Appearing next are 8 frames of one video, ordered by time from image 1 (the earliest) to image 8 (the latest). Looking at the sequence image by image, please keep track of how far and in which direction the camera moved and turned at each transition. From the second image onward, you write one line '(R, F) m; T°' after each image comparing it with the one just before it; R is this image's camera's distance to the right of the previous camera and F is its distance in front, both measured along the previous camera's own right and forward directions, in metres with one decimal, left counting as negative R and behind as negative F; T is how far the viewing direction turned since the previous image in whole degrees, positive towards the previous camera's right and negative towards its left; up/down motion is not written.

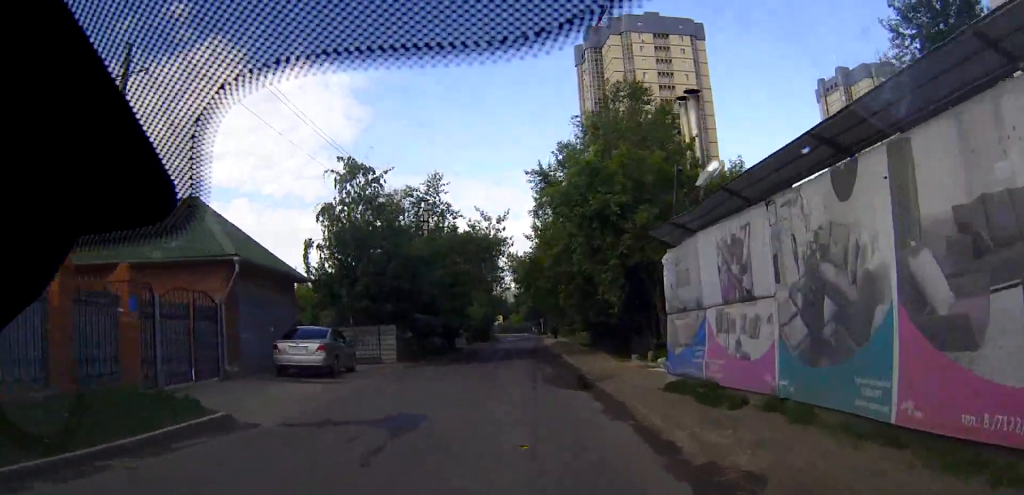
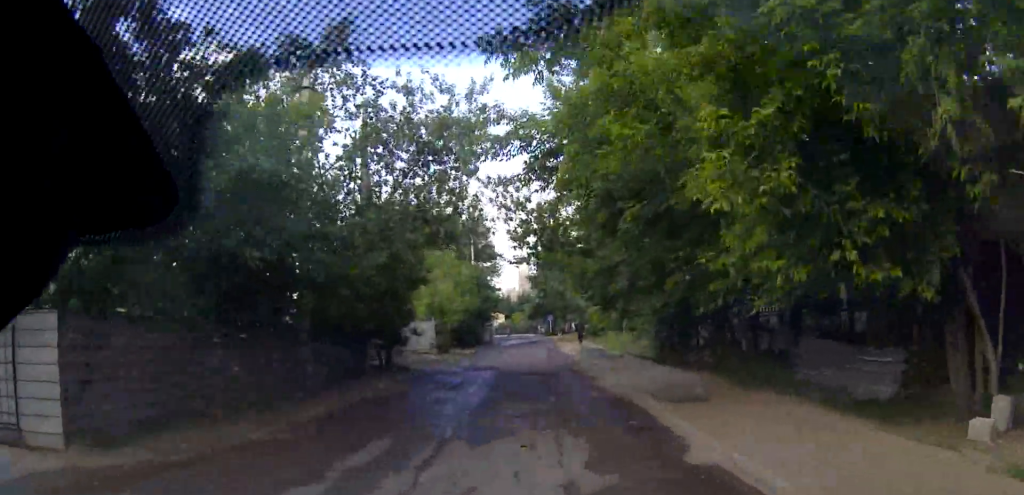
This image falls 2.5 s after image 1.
(-0.2, +25.2) m; +1°
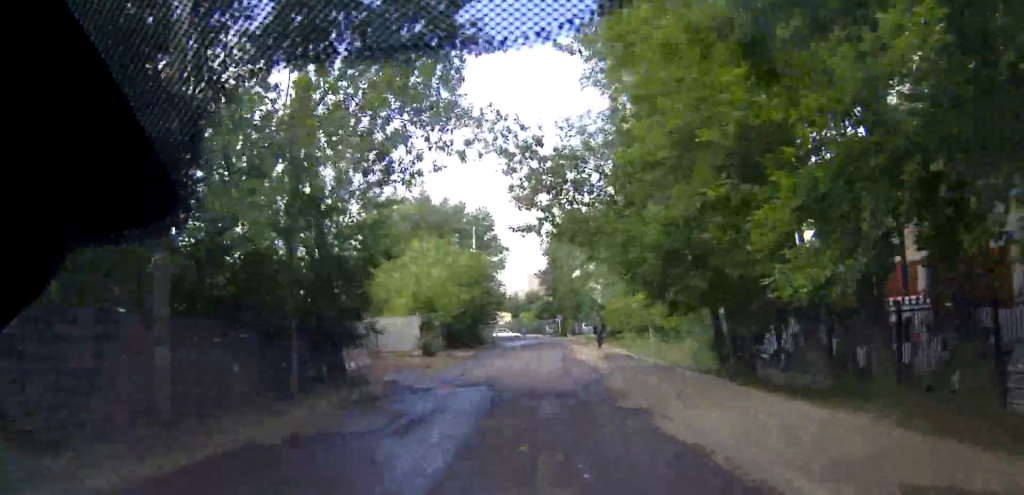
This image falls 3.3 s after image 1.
(+0.1, +8.3) m; 0°
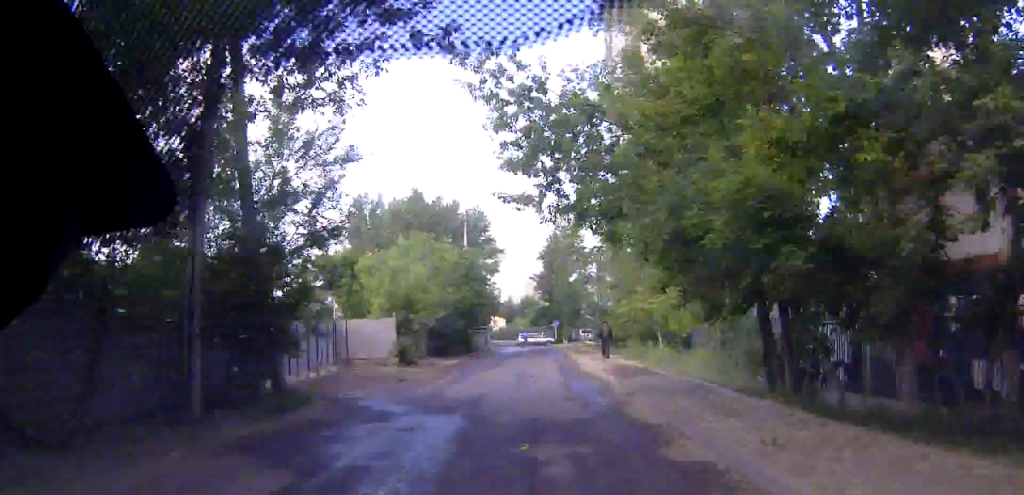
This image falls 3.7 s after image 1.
(0.0, +4.8) m; -1°
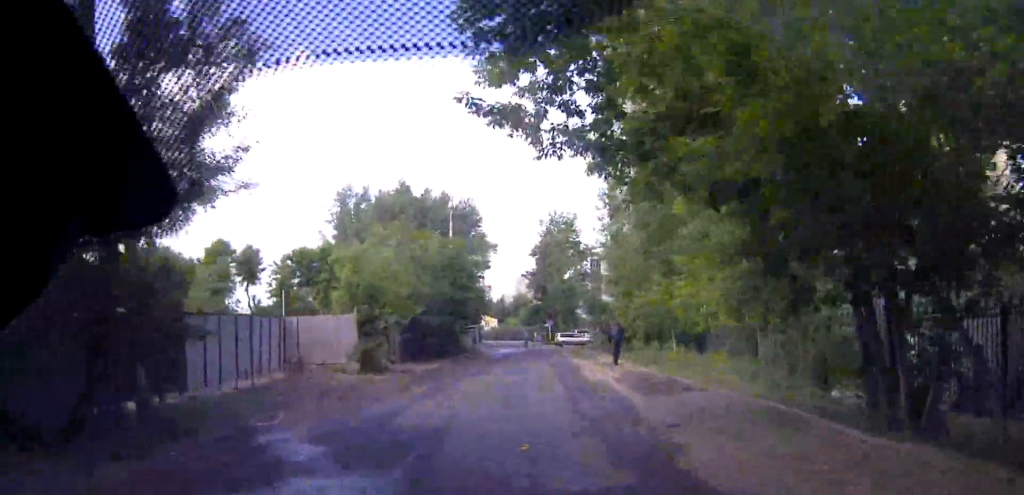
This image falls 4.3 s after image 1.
(-0.1, +5.4) m; 0°
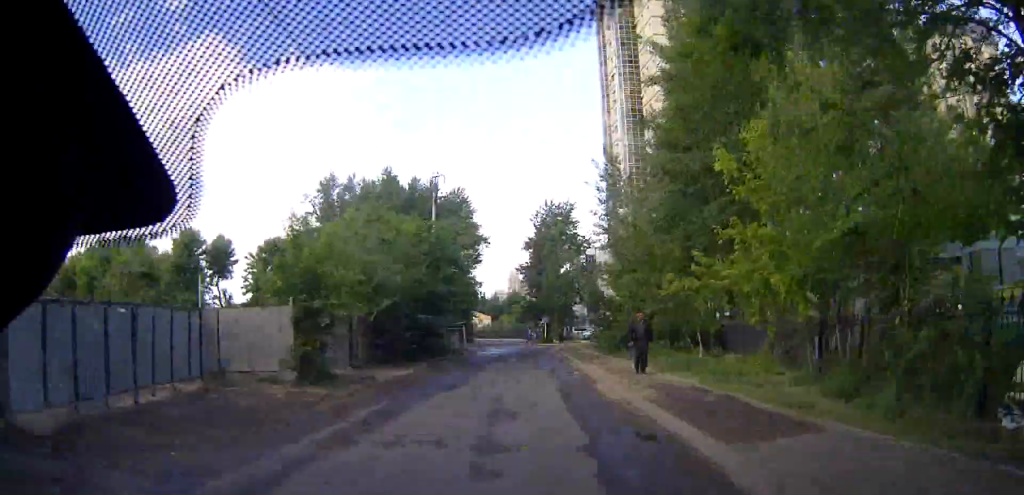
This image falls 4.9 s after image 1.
(-0.1, +6.1) m; 0°
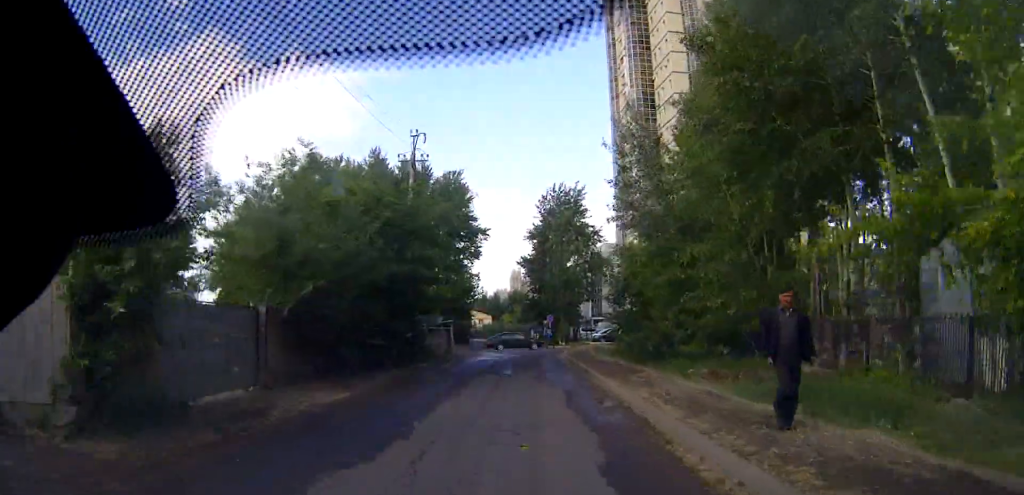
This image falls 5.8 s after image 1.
(+0.2, +9.5) m; 0°
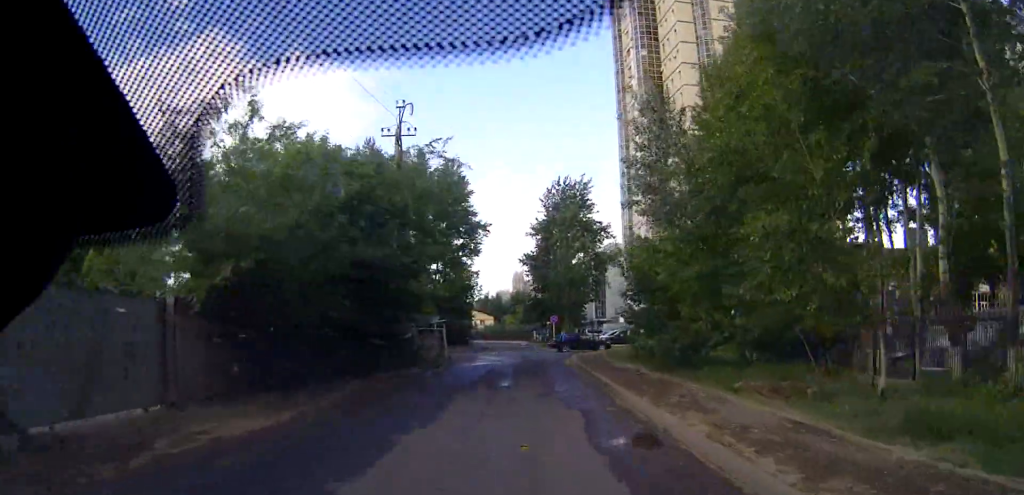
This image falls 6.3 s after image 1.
(0.0, +4.7) m; 0°
